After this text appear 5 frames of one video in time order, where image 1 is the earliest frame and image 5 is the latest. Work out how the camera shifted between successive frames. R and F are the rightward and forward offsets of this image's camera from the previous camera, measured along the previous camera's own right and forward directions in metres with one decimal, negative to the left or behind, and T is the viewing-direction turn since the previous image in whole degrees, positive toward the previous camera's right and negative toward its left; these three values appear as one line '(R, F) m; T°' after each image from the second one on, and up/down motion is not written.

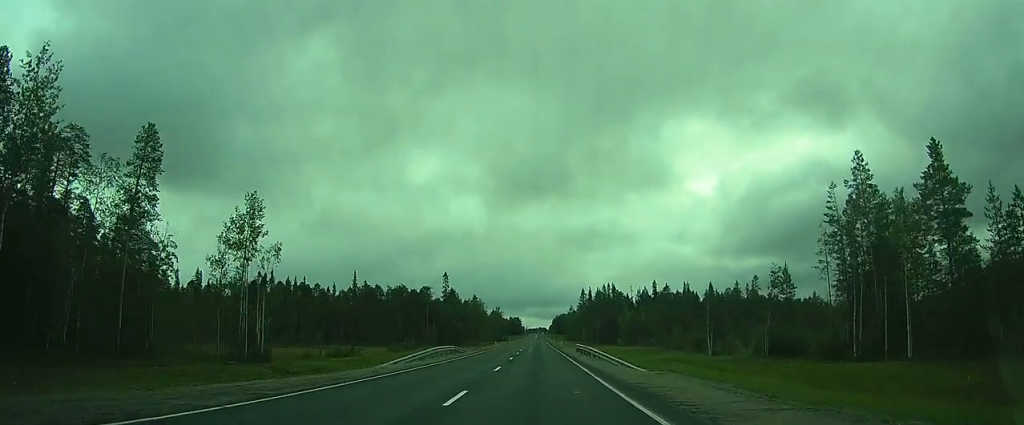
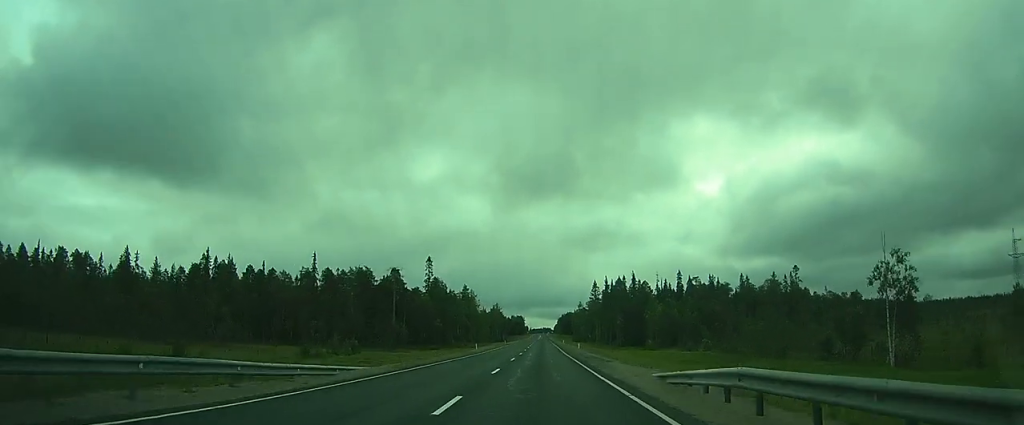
(0.0, +36.8) m; 0°
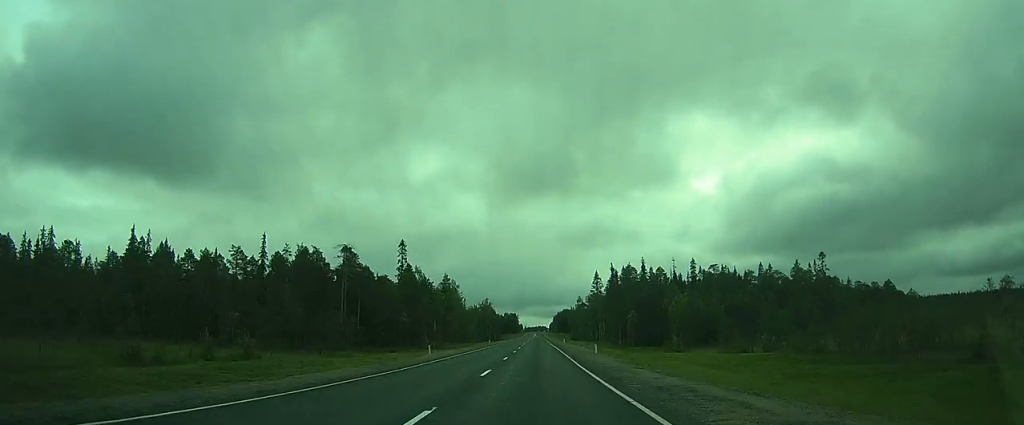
(+0.1, +25.6) m; 0°
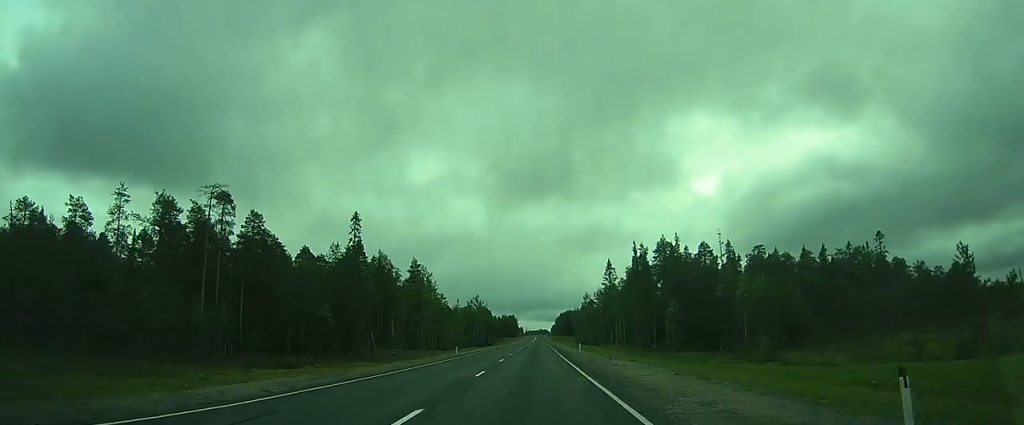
(+0.1, +35.5) m; 0°
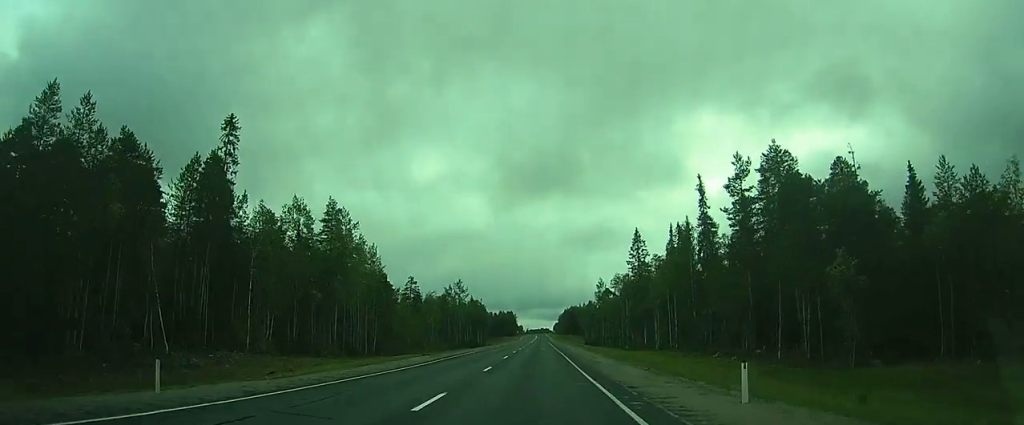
(0.0, +44.8) m; 0°
